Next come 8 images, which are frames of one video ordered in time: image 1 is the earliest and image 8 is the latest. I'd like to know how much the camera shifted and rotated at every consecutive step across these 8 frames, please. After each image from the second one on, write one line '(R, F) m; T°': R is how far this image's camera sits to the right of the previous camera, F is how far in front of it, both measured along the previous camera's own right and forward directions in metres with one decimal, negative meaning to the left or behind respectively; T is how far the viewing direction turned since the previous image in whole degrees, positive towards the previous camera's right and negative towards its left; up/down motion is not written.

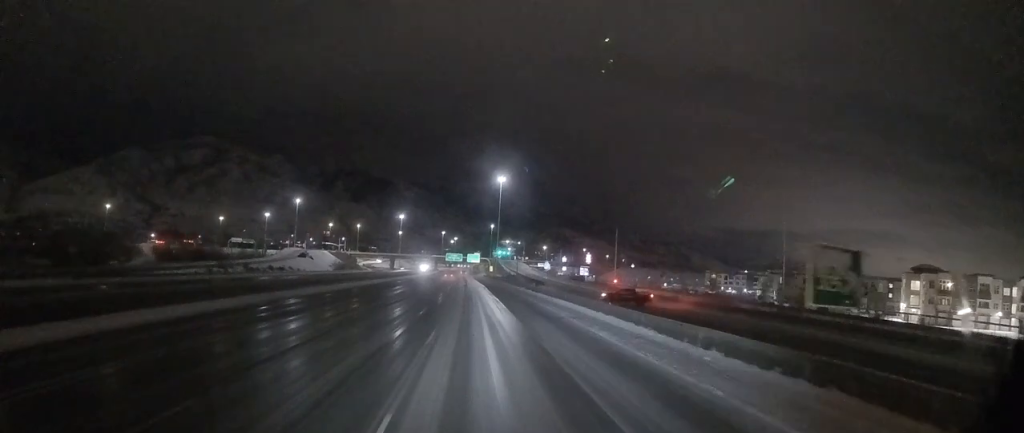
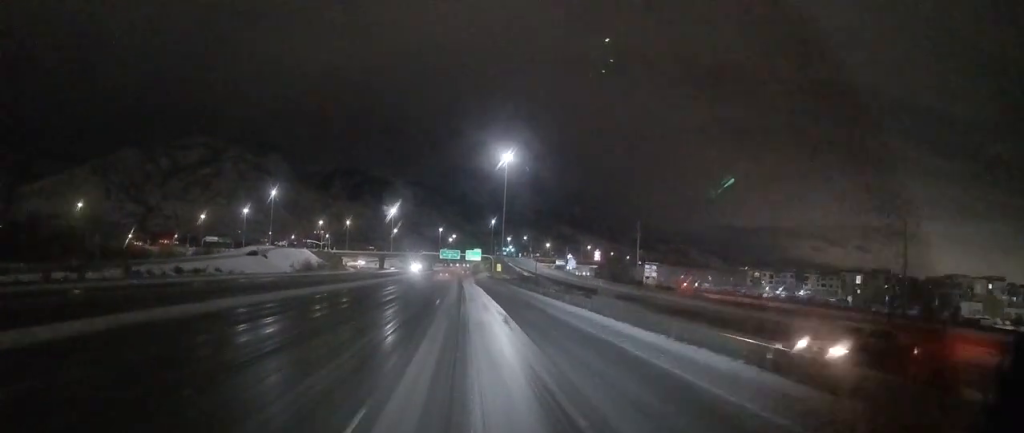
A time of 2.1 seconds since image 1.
(0.0, +47.7) m; 0°
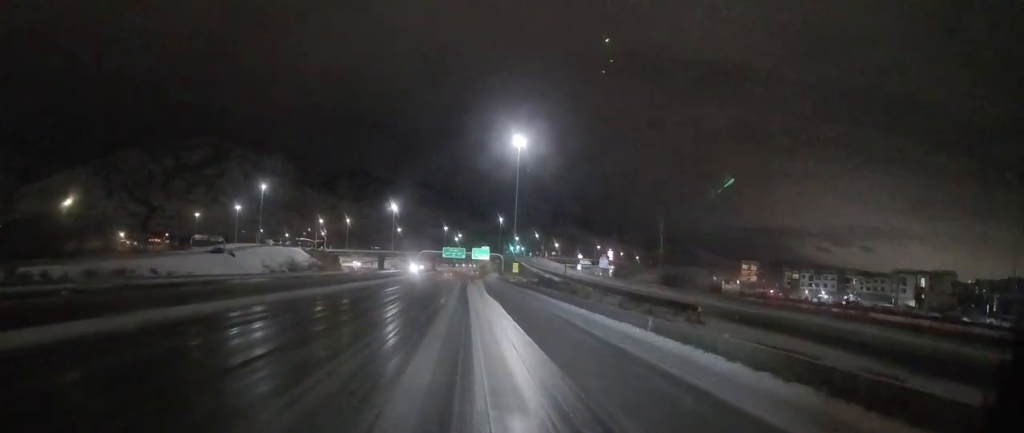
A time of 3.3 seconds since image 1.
(0.0, +27.8) m; -2°
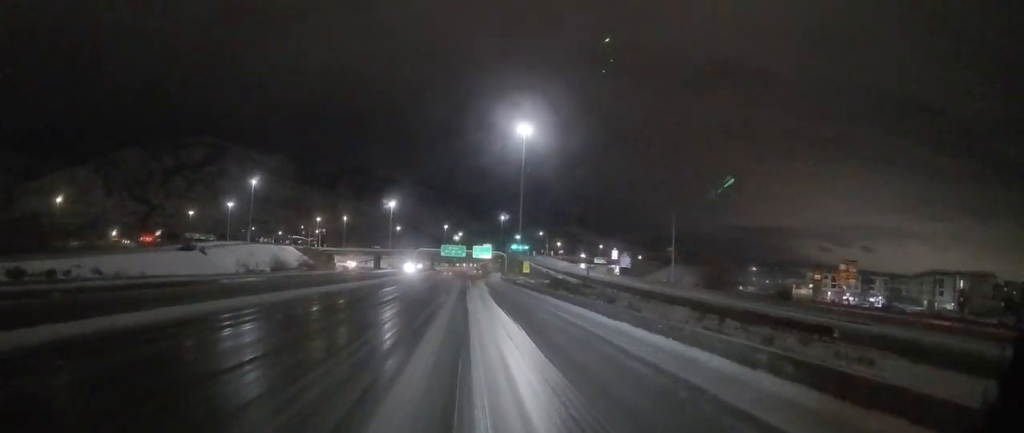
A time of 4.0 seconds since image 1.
(-0.3, +15.6) m; 0°
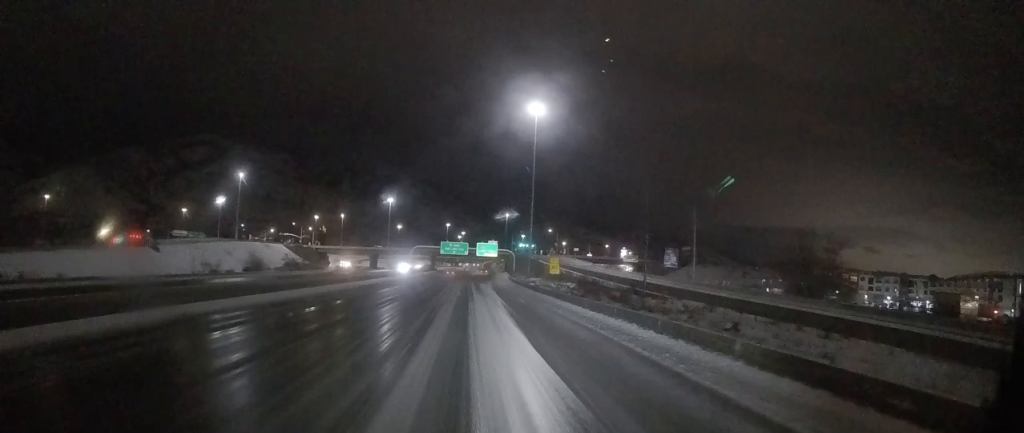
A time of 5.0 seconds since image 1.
(0.0, +21.5) m; +1°
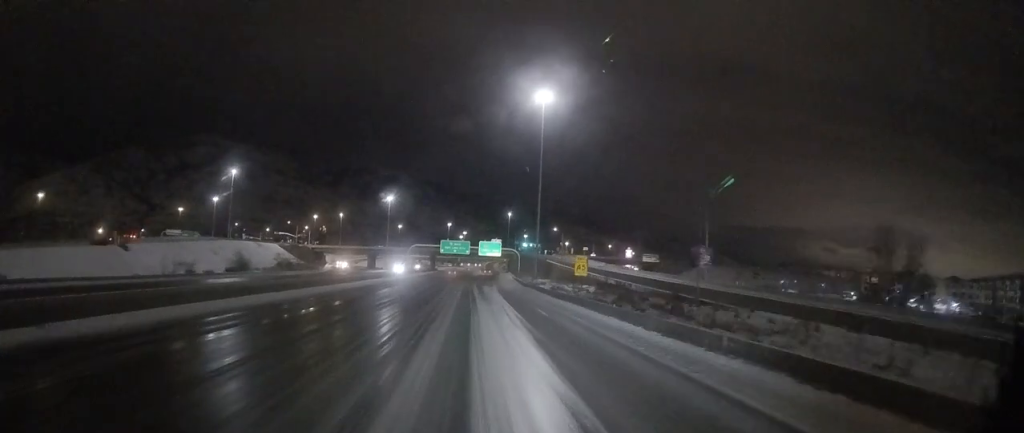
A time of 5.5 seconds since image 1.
(+0.2, +11.1) m; +1°
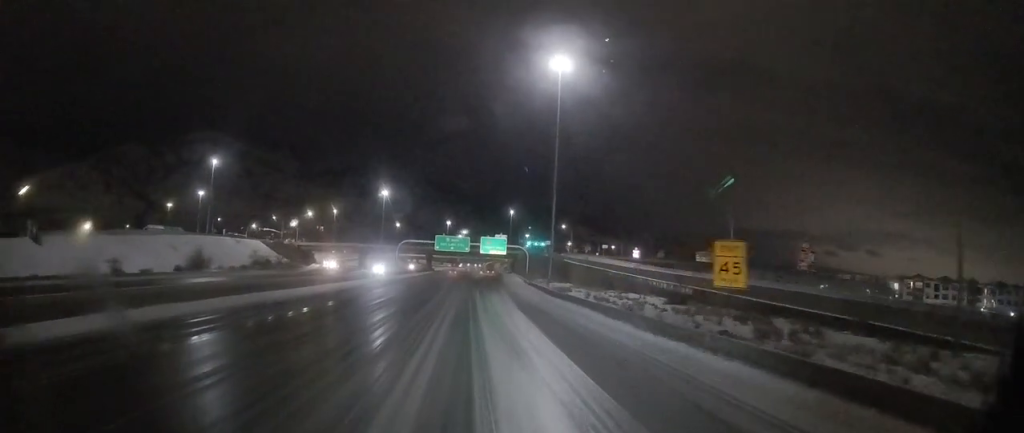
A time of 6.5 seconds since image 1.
(-0.3, +23.1) m; -1°
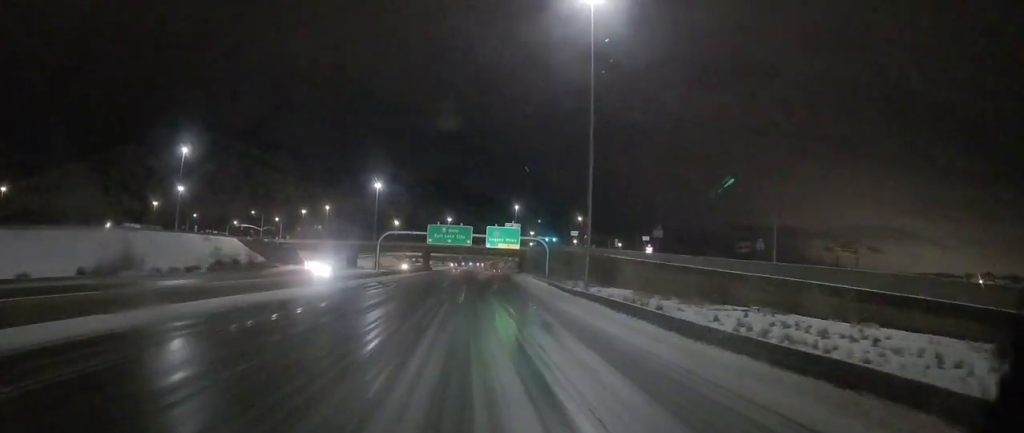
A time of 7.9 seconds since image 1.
(+0.1, +30.5) m; +1°
